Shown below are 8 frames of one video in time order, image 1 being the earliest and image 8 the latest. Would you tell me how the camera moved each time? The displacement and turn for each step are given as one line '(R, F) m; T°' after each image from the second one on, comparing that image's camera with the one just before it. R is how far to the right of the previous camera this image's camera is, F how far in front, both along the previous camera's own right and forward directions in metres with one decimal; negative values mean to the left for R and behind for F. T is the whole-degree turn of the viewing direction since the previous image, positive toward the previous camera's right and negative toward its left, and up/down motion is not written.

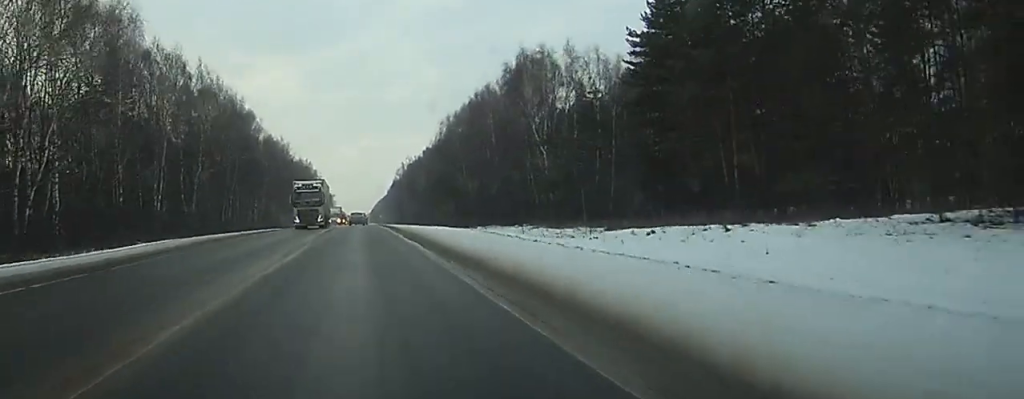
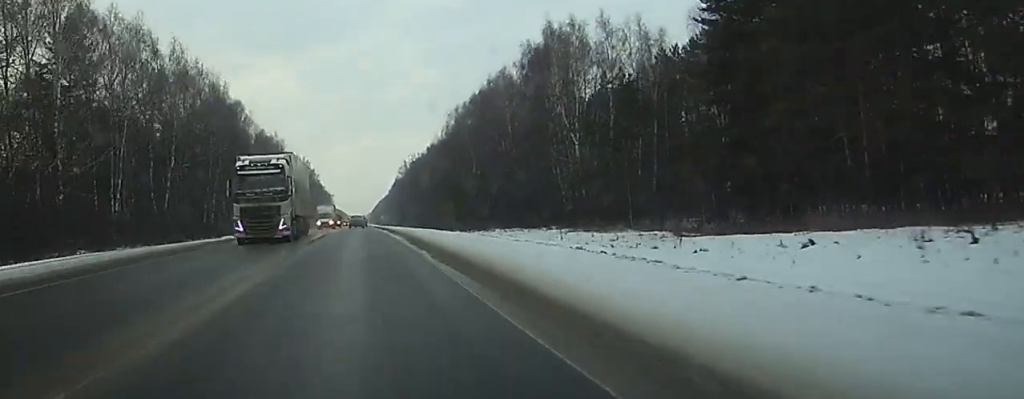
(0.0, +17.4) m; 0°
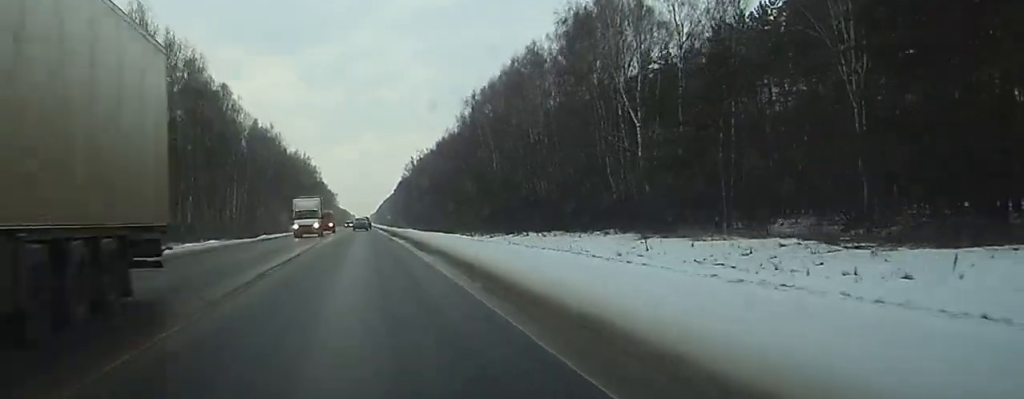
(0.0, +21.0) m; 0°
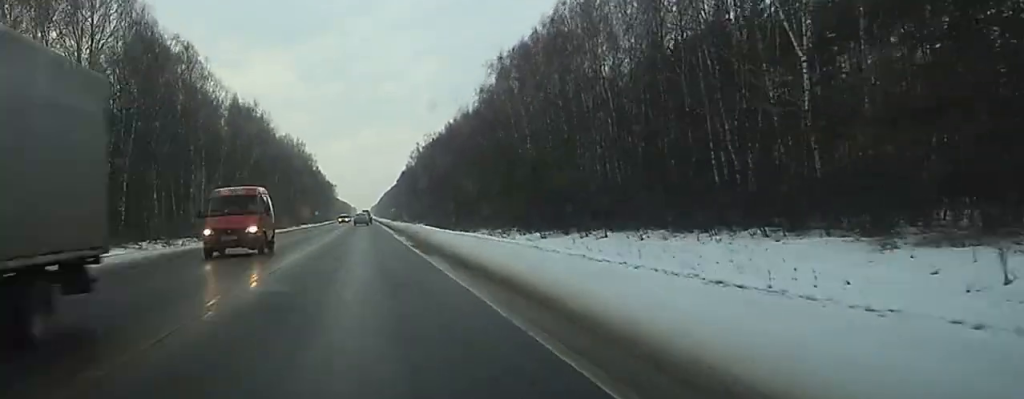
(0.0, +30.6) m; 0°
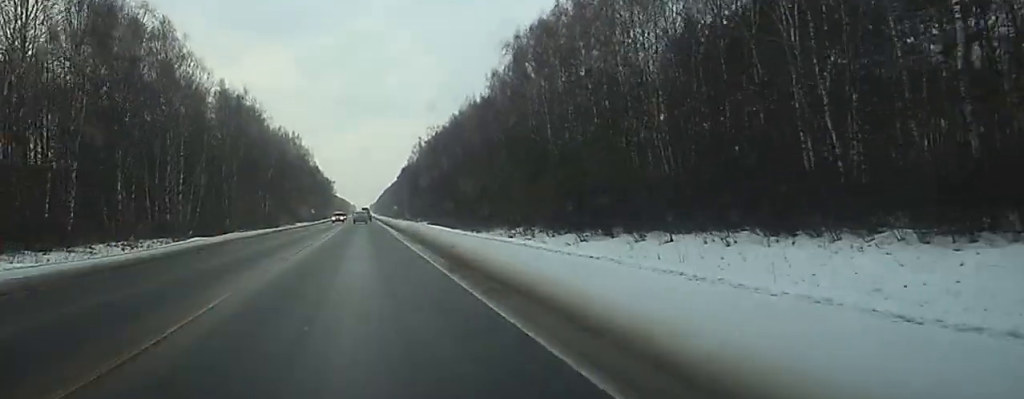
(0.0, +13.9) m; 0°
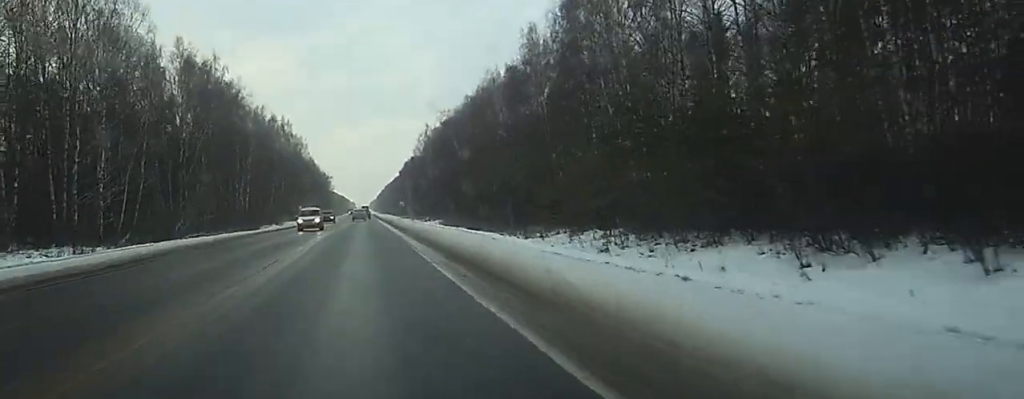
(0.0, +31.3) m; 0°
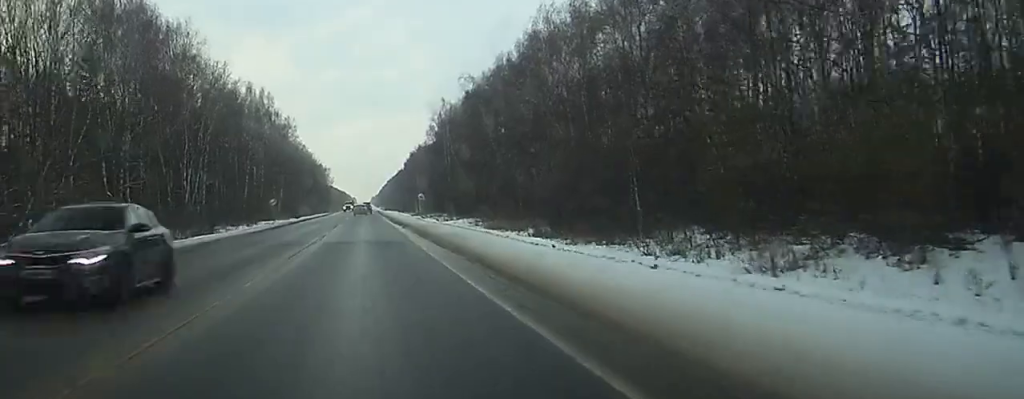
(-0.2, +41.4) m; +2°
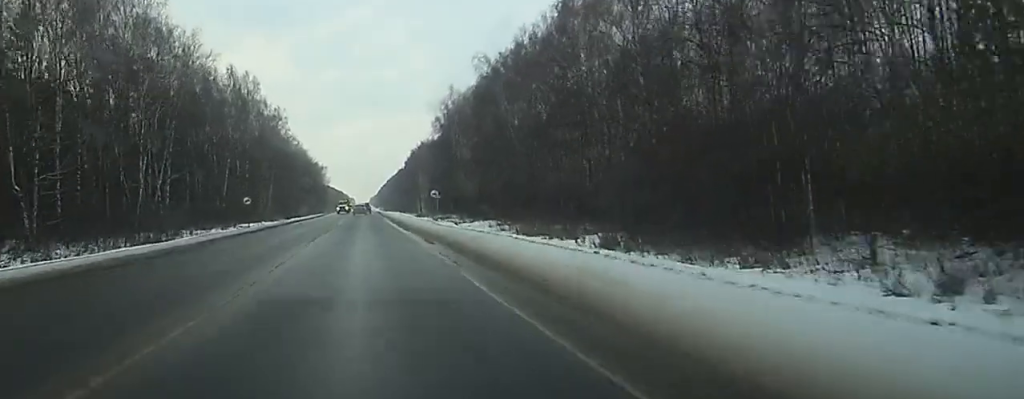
(+0.5, +17.9) m; +1°
